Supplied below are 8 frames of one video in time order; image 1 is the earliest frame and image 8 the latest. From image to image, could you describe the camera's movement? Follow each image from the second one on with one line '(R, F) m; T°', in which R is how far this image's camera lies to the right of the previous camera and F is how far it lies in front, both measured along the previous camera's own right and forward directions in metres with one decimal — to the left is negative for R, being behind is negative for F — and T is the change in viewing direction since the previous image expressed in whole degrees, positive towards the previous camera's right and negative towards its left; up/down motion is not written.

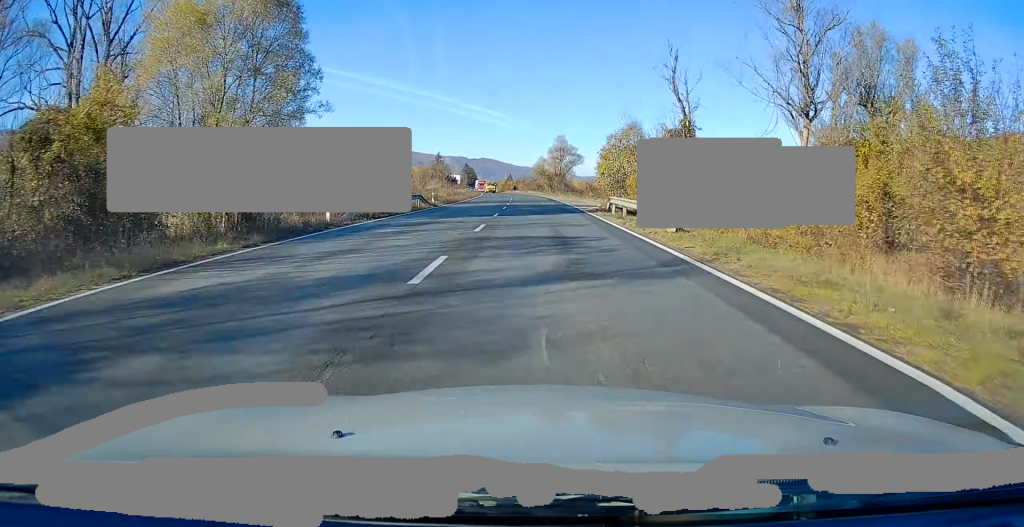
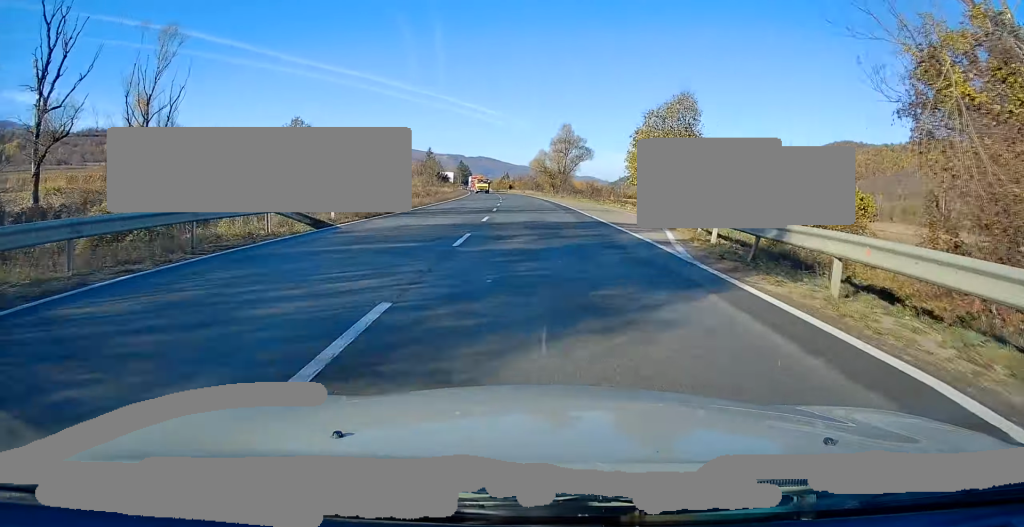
(+0.3, +22.2) m; 0°
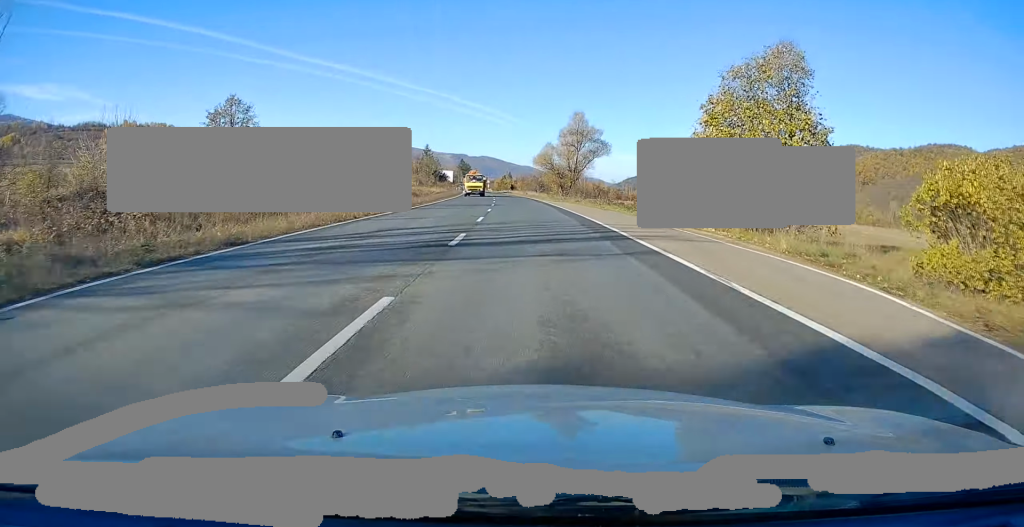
(-0.3, +17.6) m; -1°
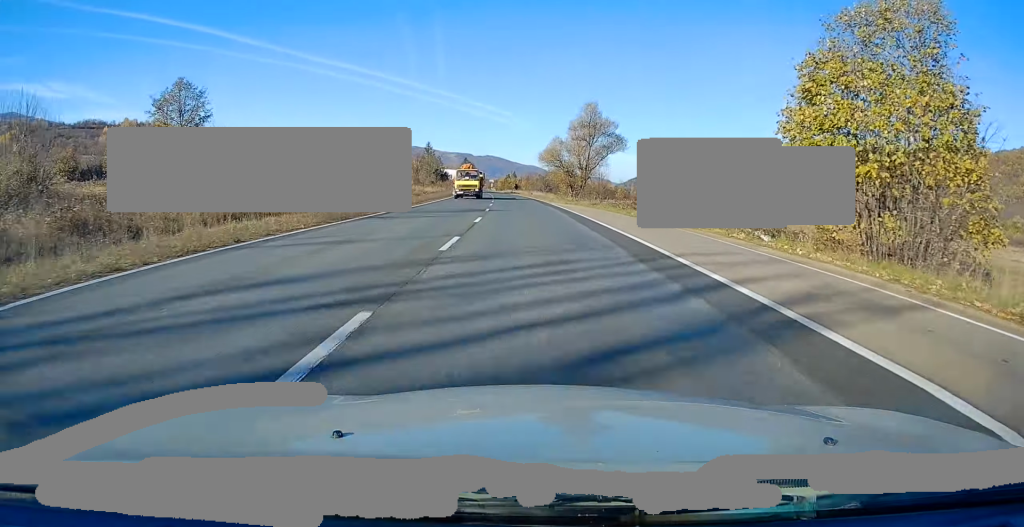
(0.0, +9.9) m; 0°
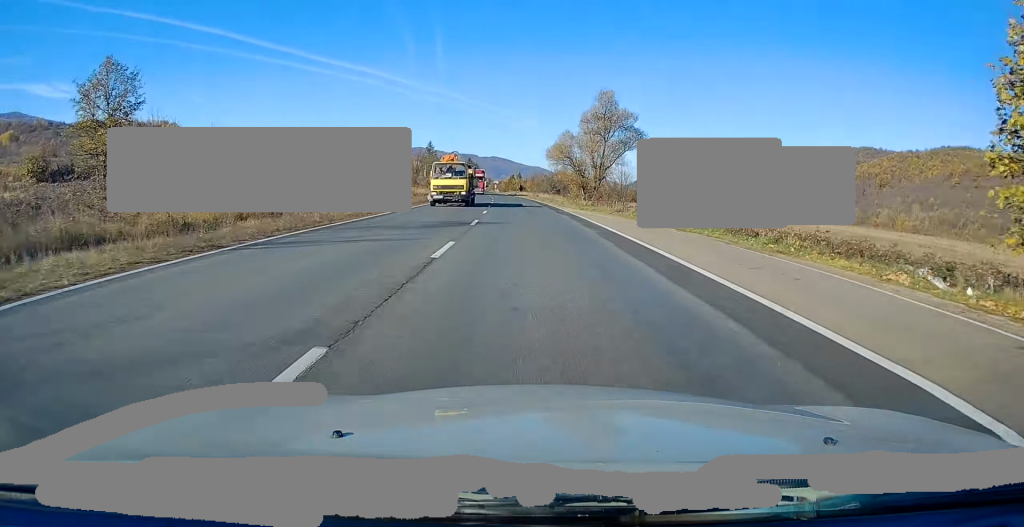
(+0.1, +9.9) m; 0°
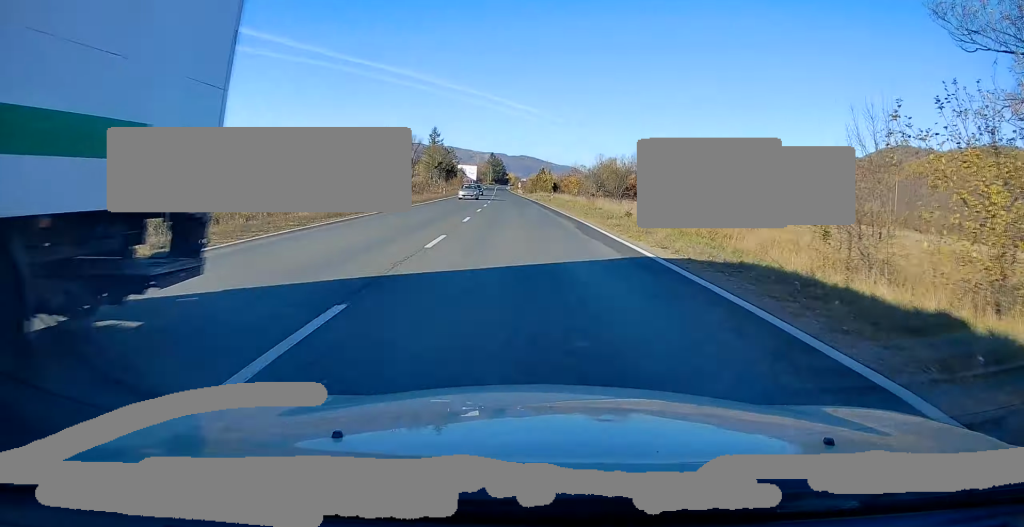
(-1.2, +60.6) m; -2°
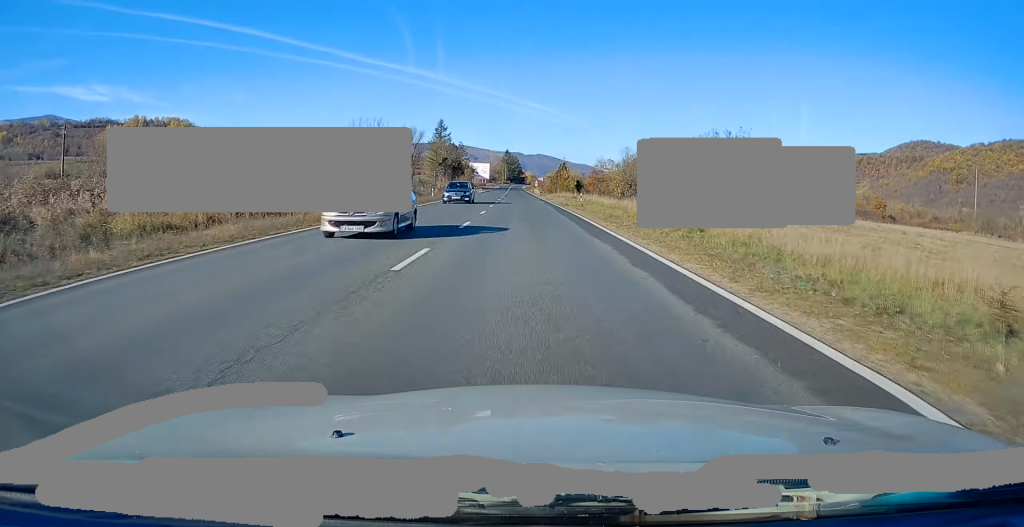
(-0.1, +21.0) m; -1°
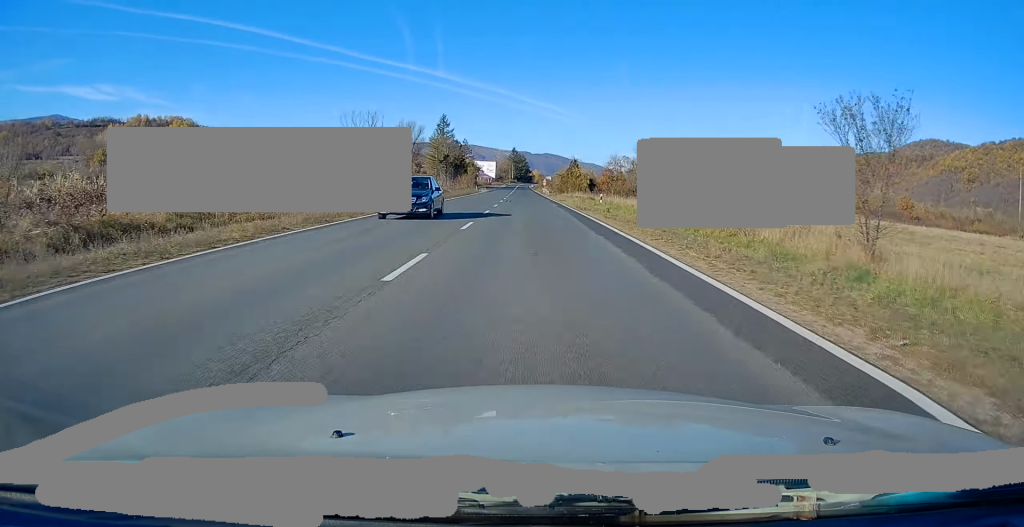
(-0.1, +10.1) m; 0°
